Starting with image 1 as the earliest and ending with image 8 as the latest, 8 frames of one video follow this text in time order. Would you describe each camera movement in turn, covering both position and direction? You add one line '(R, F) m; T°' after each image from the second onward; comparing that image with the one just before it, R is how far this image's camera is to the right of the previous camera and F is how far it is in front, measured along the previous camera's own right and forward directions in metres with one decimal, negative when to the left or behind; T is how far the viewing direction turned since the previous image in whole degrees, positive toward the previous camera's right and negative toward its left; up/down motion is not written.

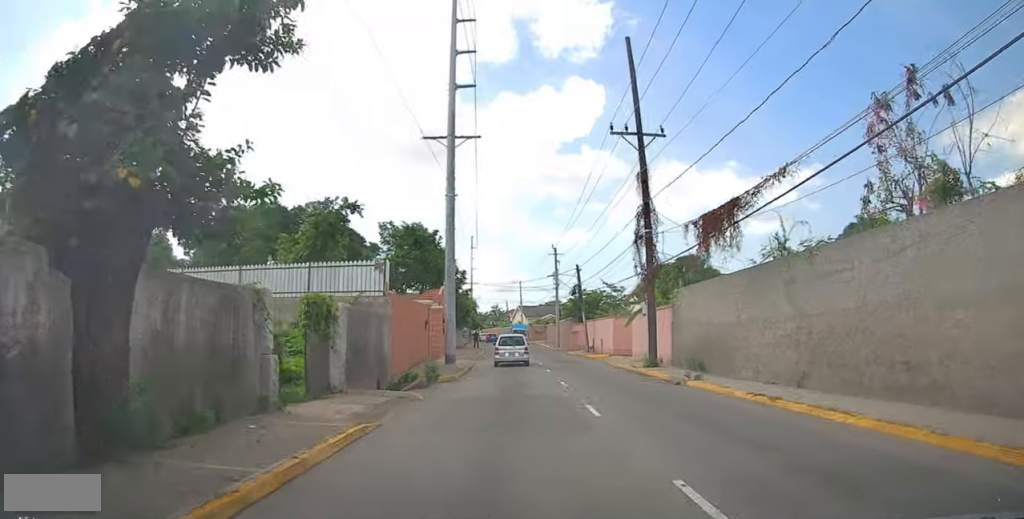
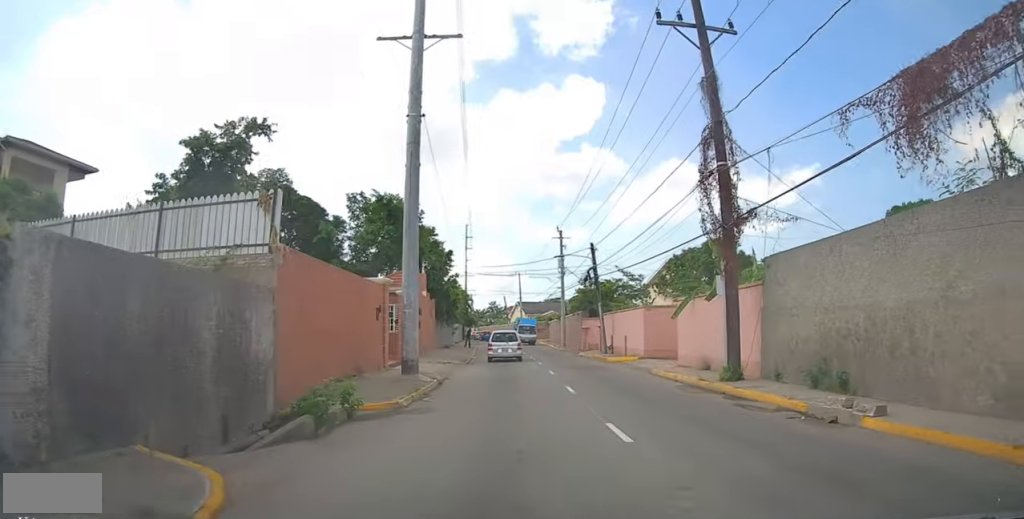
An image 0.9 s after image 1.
(+0.4, +9.6) m; 0°
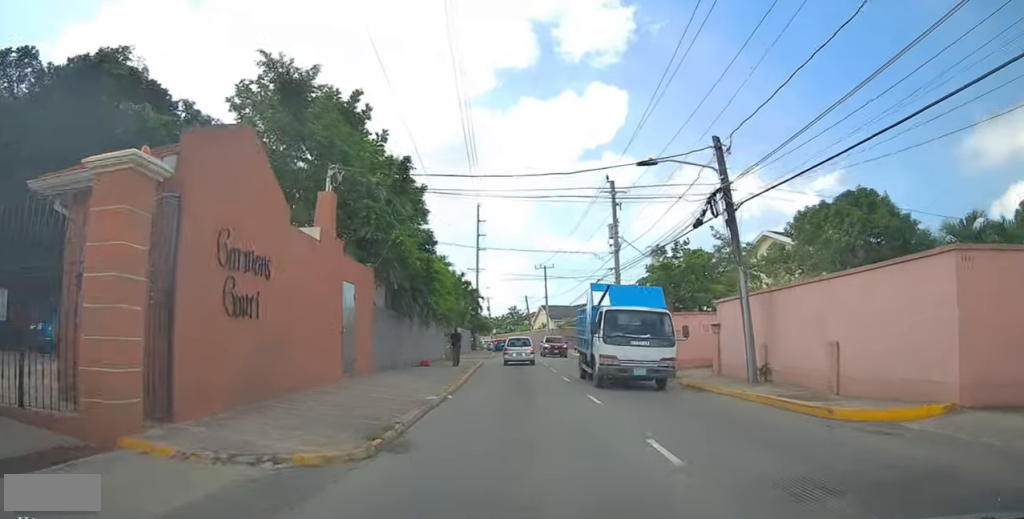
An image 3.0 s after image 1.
(-0.8, +20.3) m; -3°
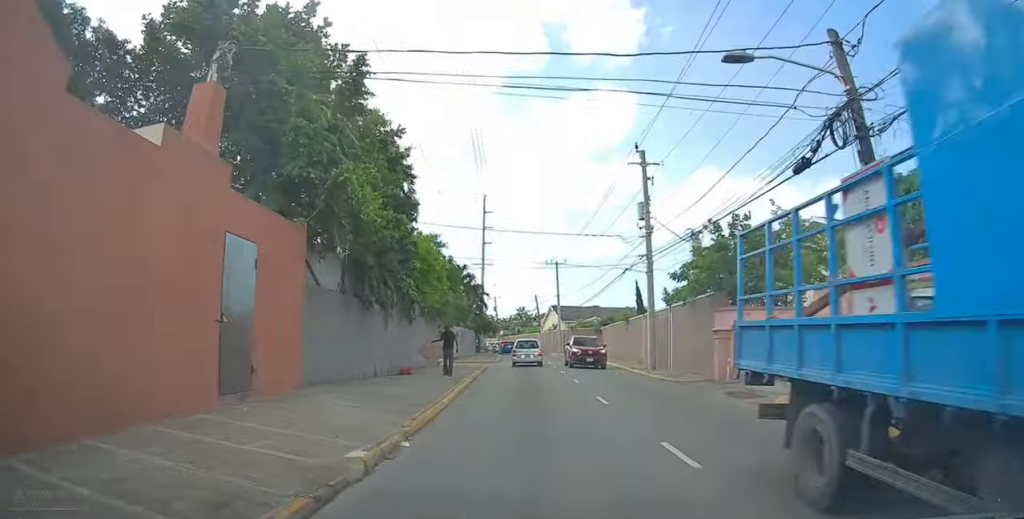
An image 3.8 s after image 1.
(0.0, +6.0) m; -2°
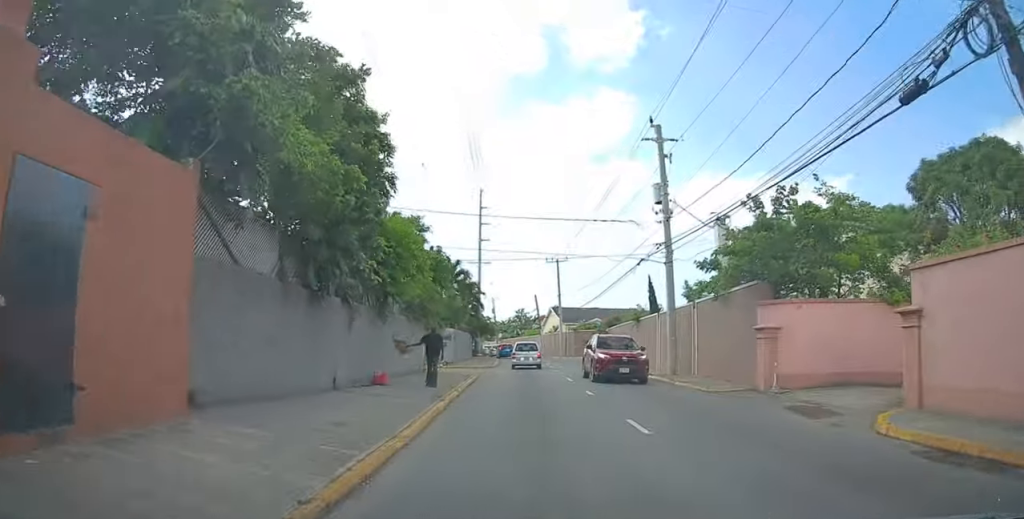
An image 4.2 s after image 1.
(-0.1, +3.7) m; 0°
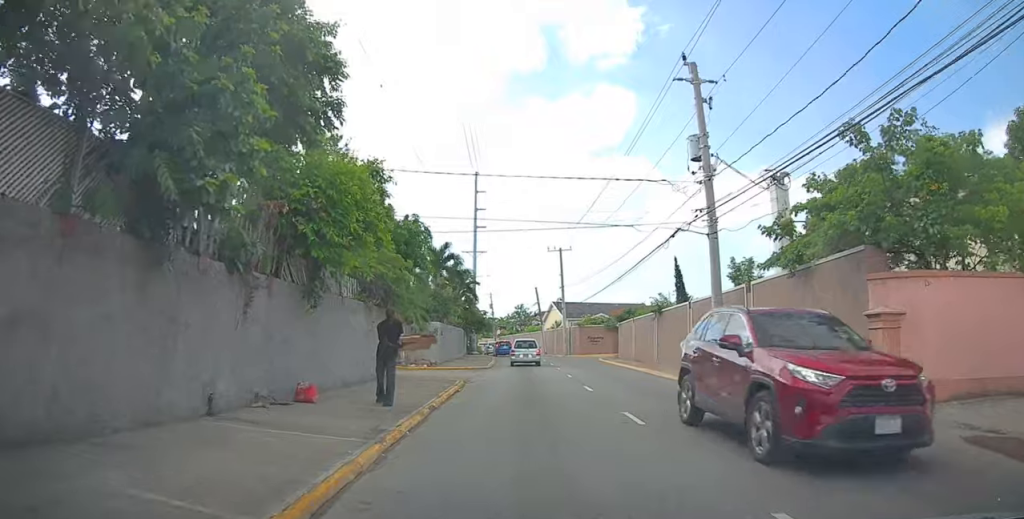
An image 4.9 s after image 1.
(-0.3, +5.3) m; 0°
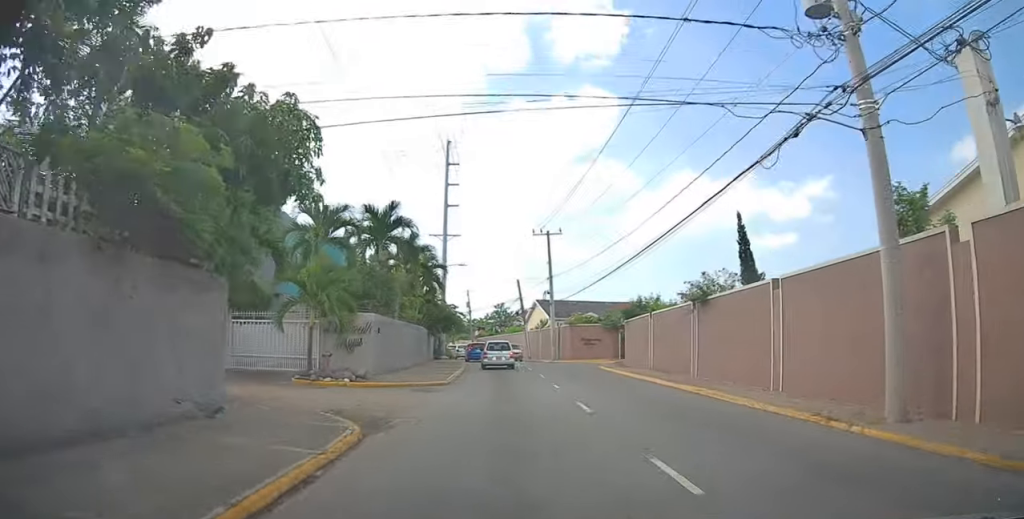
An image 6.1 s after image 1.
(+0.5, +9.7) m; +2°
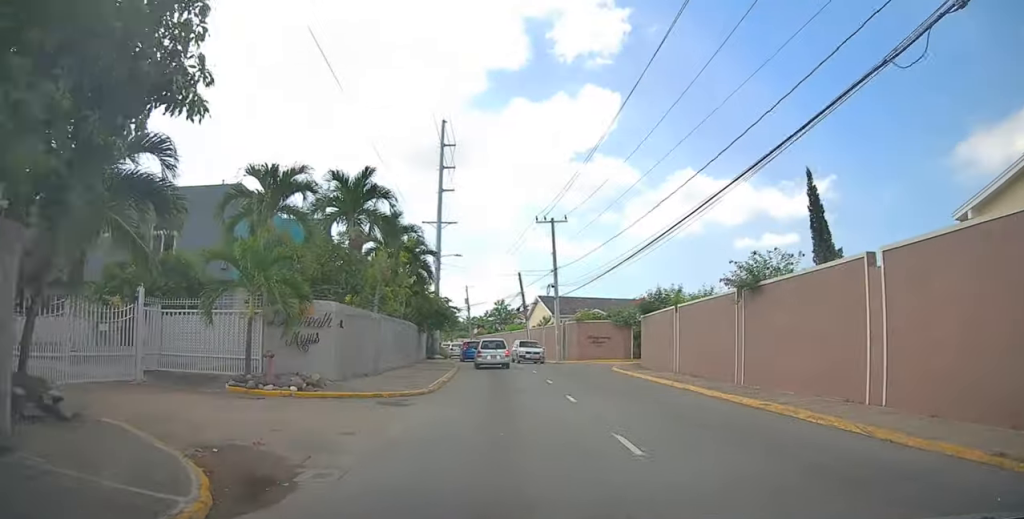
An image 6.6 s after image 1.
(0.0, +4.3) m; -2°
